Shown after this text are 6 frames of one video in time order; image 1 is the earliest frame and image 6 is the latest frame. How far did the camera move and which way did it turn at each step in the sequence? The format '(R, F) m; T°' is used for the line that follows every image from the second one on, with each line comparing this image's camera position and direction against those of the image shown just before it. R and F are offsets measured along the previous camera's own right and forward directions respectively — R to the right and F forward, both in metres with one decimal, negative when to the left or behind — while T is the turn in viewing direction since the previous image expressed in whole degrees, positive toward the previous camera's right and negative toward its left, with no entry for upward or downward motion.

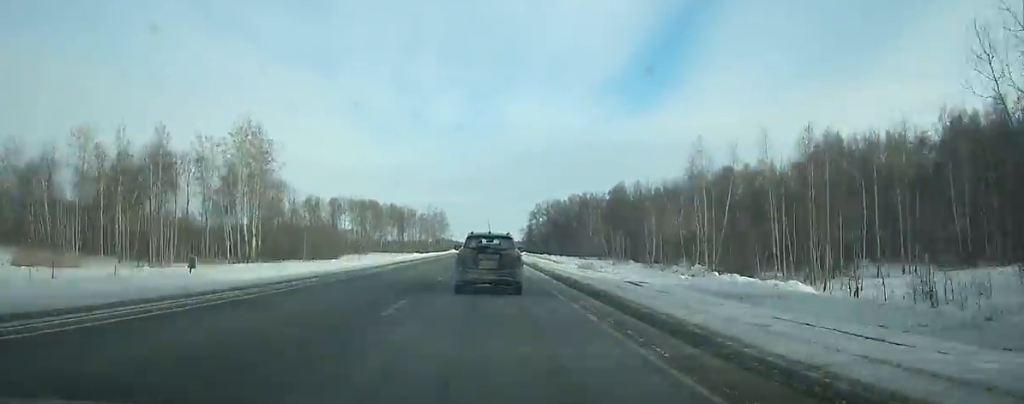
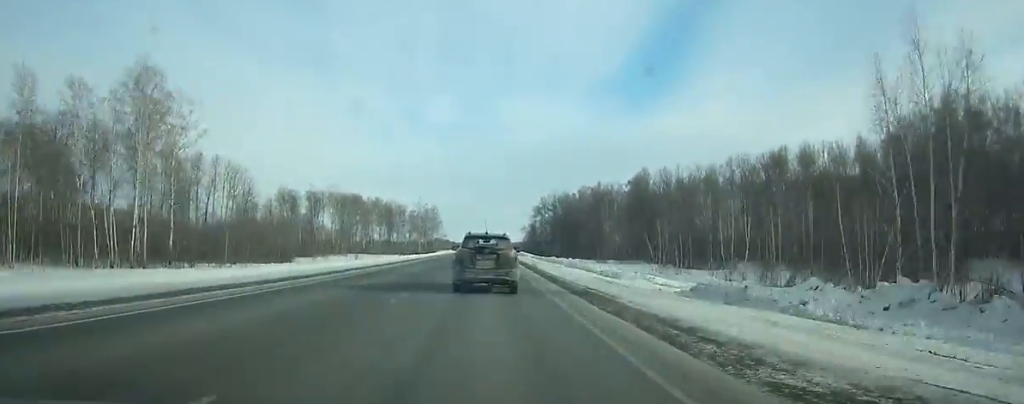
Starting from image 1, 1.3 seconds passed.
(+0.1, +33.2) m; 0°
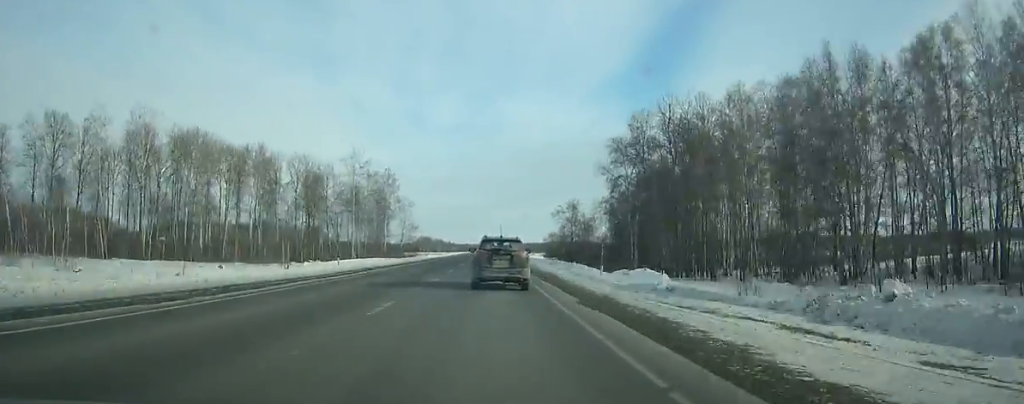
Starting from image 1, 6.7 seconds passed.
(-0.4, +134.9) m; 0°
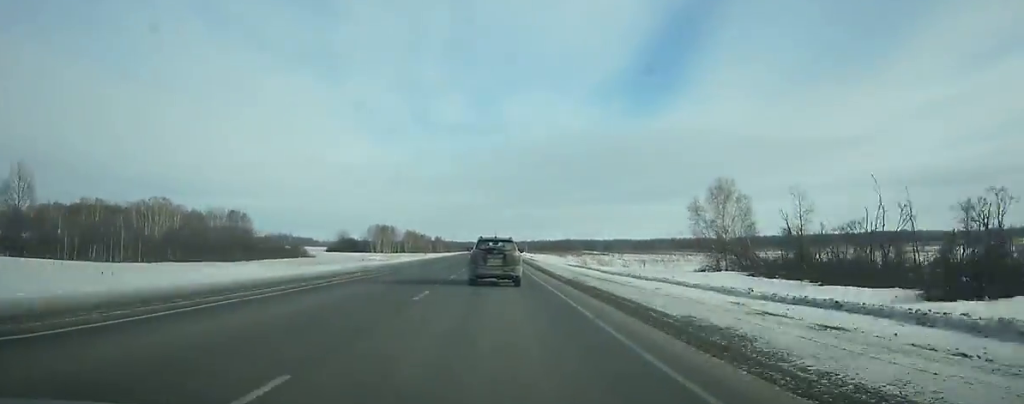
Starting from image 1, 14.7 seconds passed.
(-0.7, +200.1) m; 0°
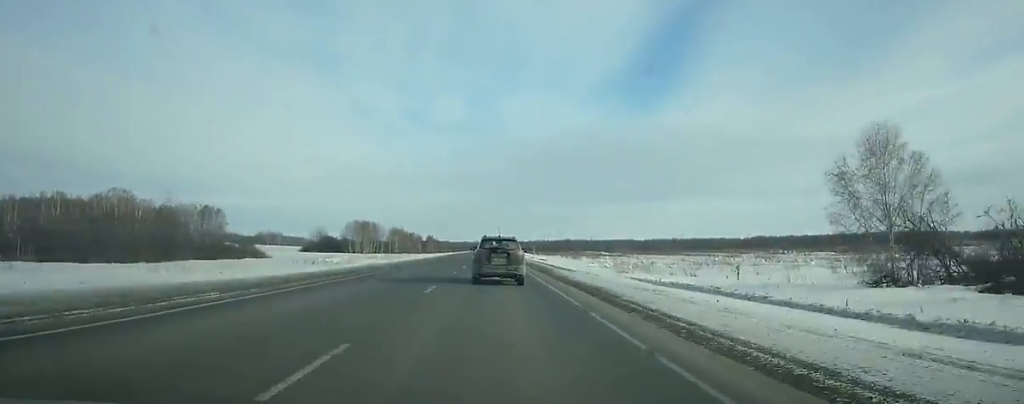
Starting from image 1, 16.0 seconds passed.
(0.0, +32.8) m; 0°
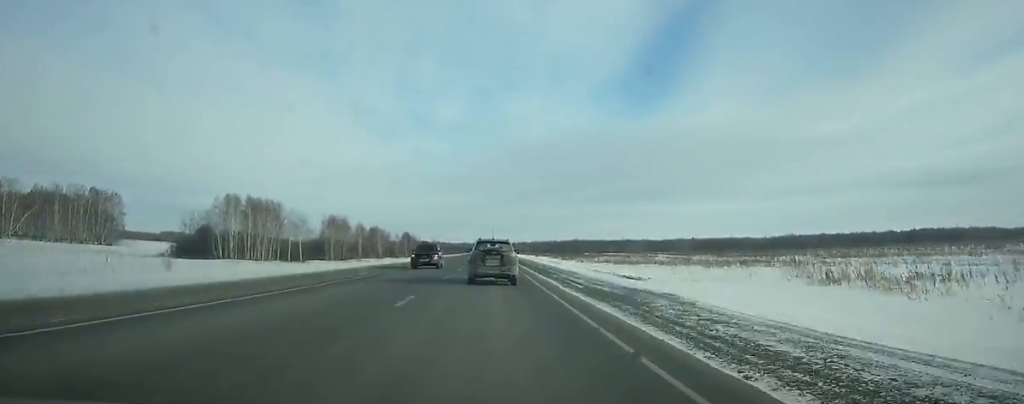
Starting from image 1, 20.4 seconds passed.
(-0.2, +111.9) m; 0°
